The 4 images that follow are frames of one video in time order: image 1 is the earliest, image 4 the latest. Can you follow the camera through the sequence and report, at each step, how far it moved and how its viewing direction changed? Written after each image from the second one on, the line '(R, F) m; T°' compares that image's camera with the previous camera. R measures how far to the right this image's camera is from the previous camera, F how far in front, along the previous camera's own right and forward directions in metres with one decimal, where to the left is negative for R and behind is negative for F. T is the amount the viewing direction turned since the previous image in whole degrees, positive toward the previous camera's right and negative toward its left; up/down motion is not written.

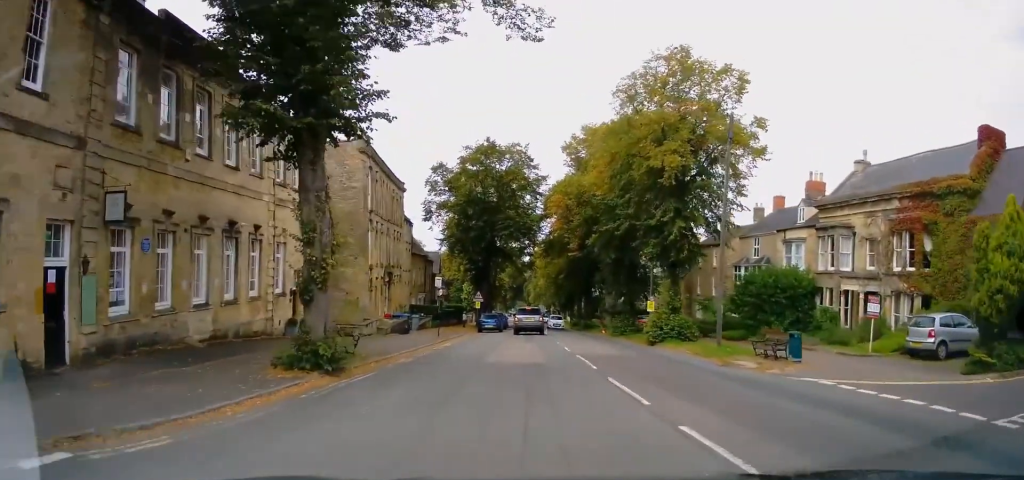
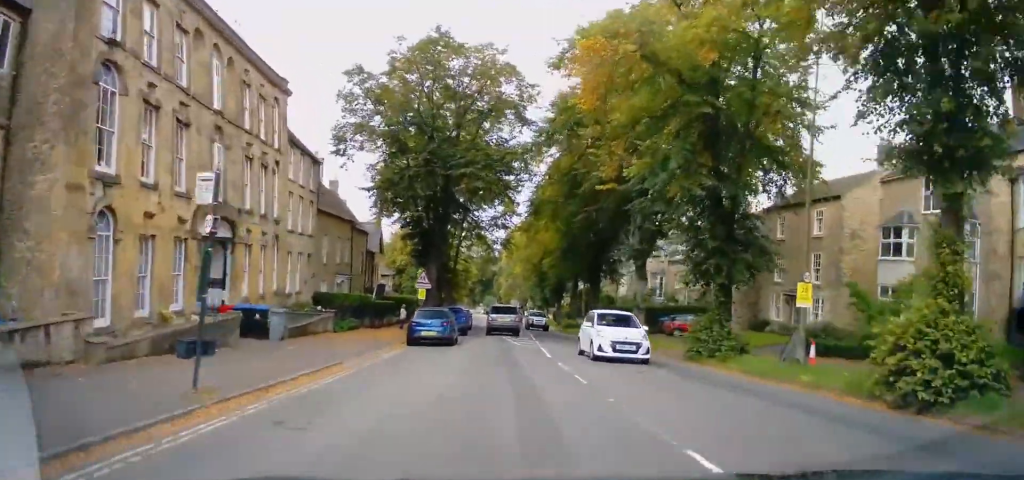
(+1.1, +21.6) m; +6°
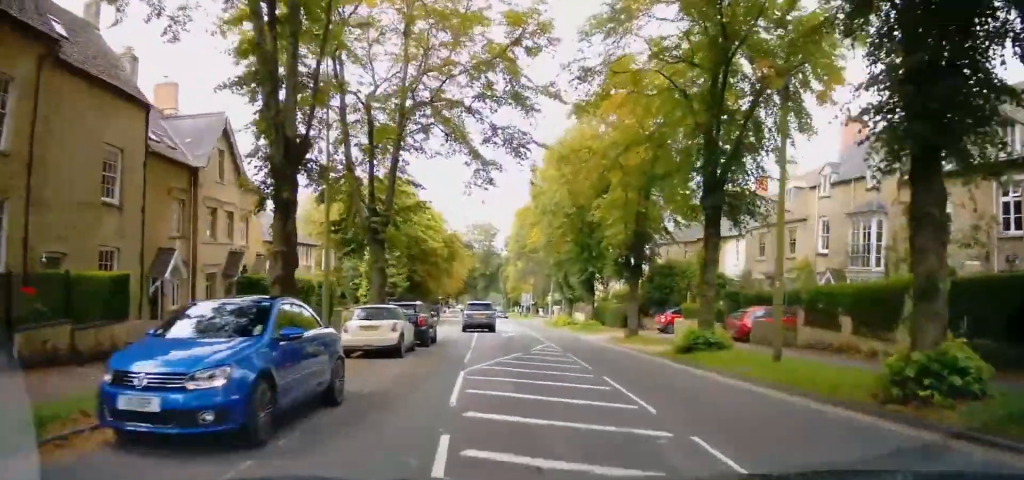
(-1.0, +34.5) m; 0°
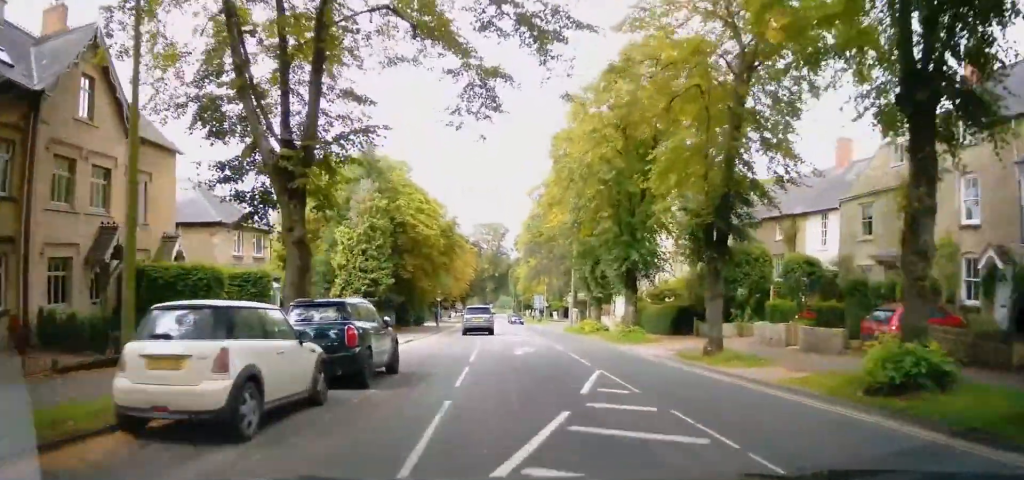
(+0.3, +10.0) m; -2°
